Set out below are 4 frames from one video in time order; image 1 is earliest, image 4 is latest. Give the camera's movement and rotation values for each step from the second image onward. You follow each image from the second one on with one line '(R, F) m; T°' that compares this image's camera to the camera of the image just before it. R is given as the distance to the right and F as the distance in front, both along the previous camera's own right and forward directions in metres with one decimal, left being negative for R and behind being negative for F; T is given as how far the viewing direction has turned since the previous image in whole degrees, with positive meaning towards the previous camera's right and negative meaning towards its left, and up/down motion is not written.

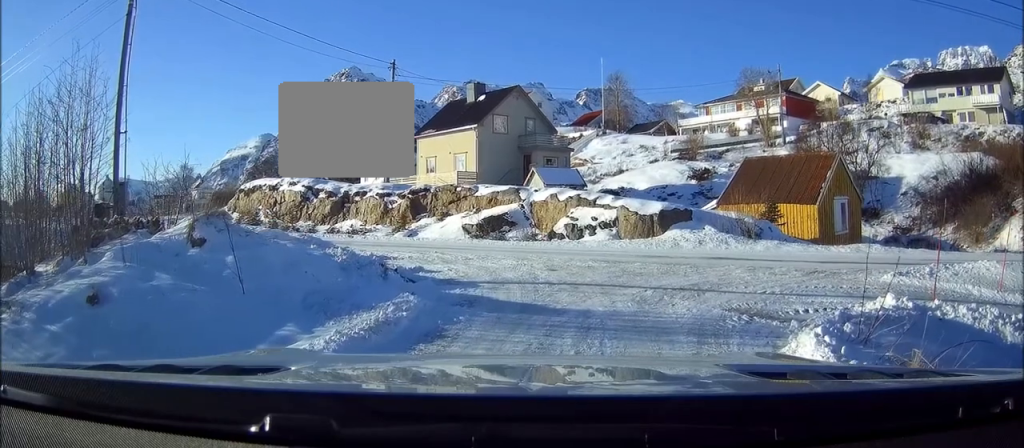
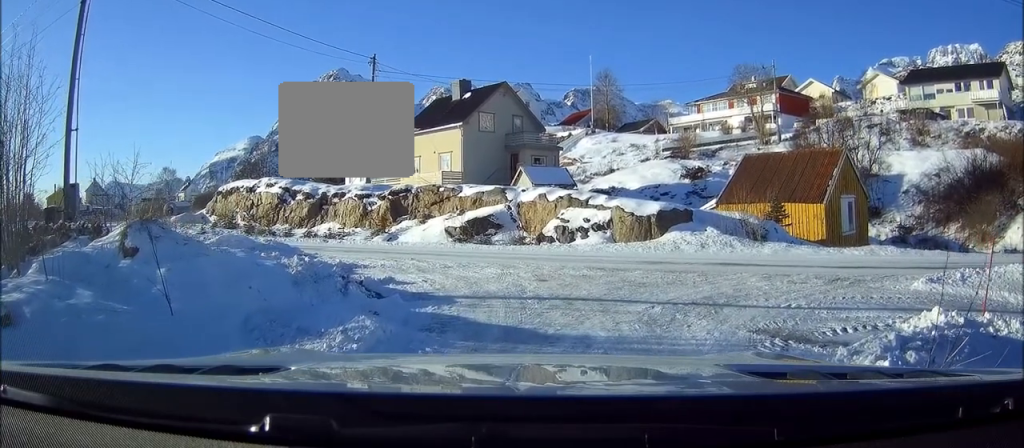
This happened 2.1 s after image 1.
(-0.1, +2.1) m; 0°
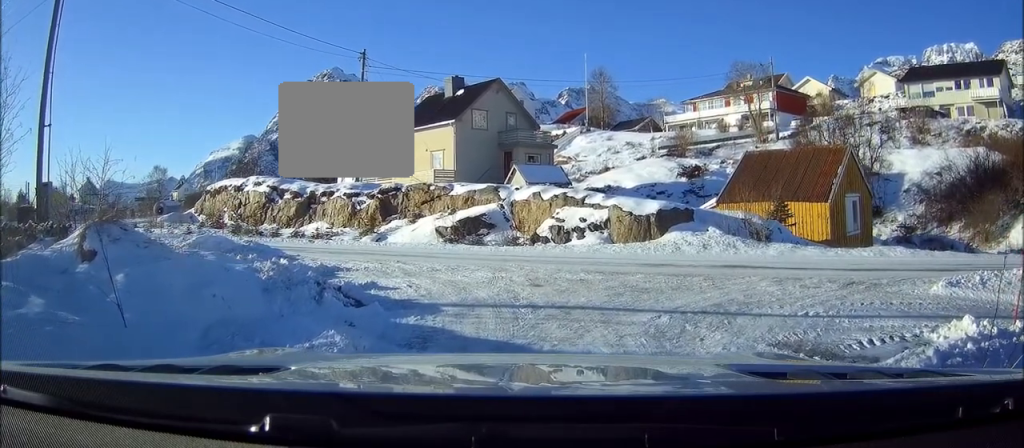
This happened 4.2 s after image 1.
(-0.1, +0.9) m; 0°
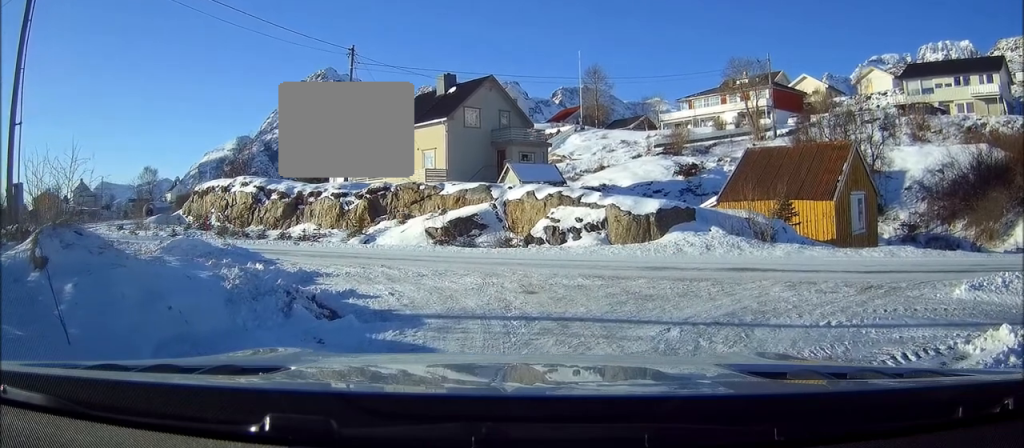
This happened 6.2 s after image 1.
(+0.1, +0.9) m; 0°
